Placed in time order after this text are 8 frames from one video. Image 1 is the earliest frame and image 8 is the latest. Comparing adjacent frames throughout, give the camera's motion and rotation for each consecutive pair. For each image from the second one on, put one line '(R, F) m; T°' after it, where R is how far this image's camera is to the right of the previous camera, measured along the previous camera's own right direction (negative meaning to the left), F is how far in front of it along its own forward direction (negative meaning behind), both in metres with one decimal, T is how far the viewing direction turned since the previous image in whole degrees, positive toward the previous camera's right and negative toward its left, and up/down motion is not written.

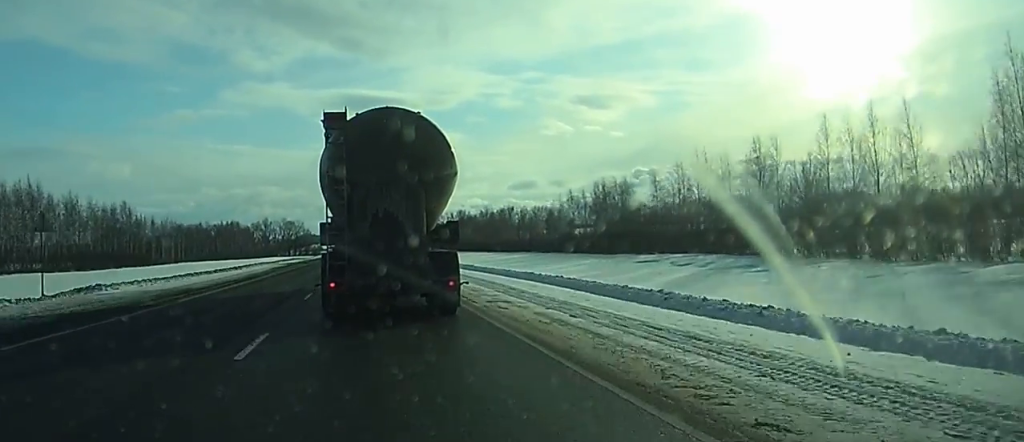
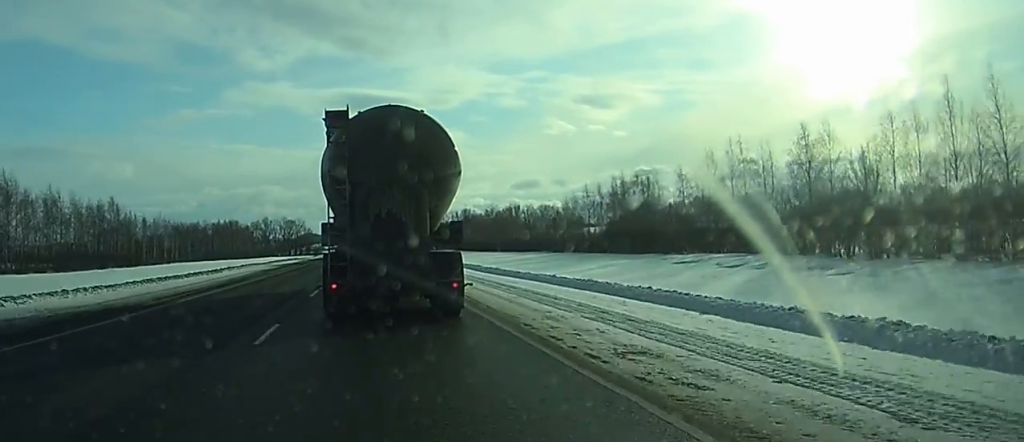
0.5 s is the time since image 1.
(-0.1, +10.6) m; 0°
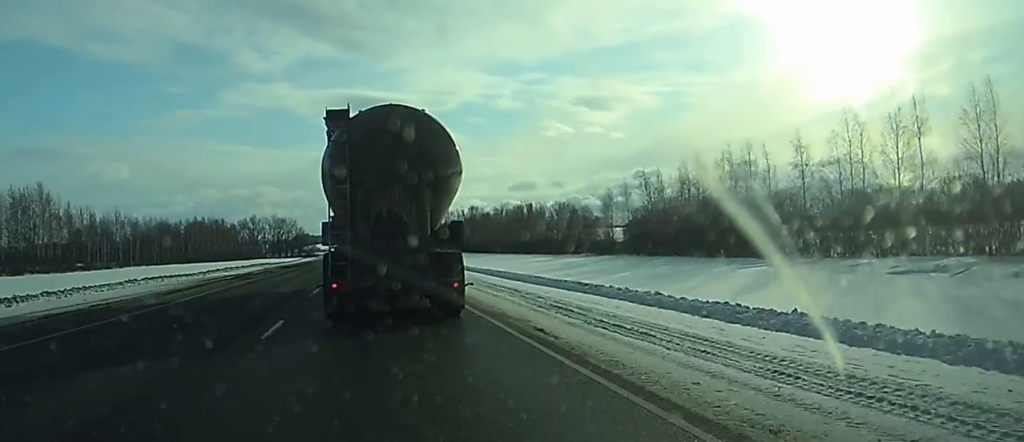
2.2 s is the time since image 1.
(-0.1, +36.6) m; 0°
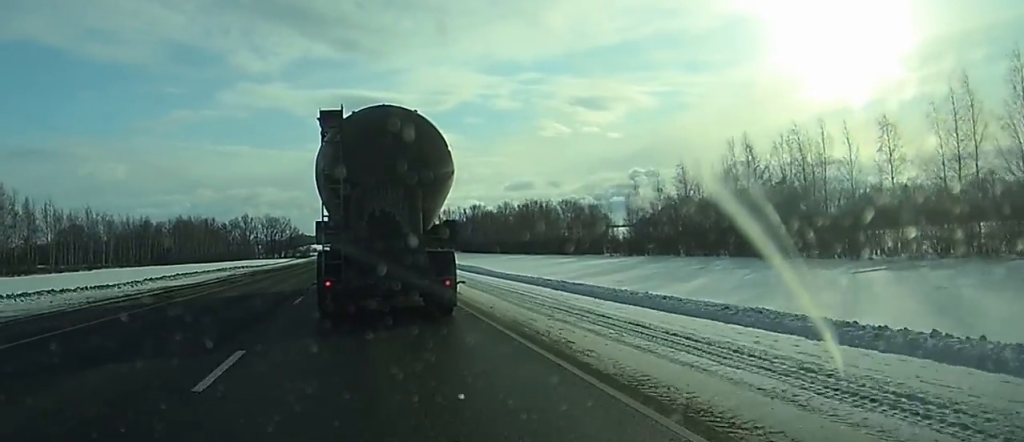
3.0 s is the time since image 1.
(0.0, +16.8) m; 0°
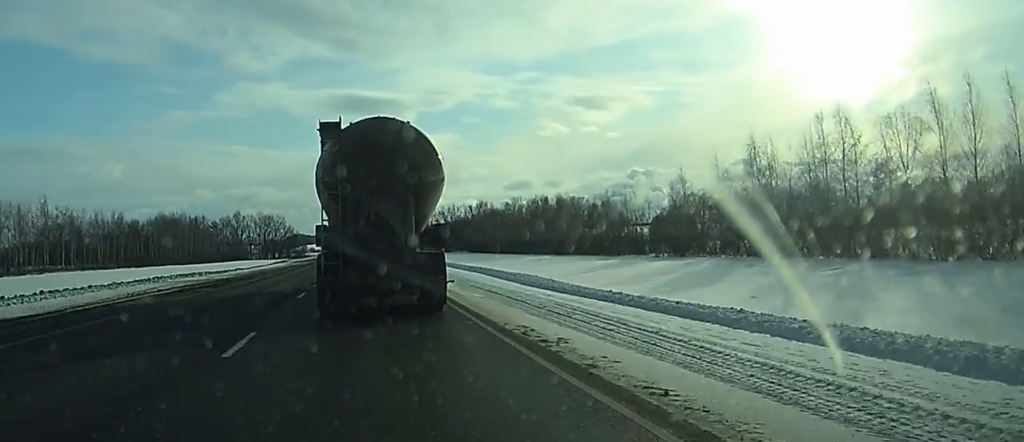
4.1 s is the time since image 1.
(+0.1, +21.8) m; 0°
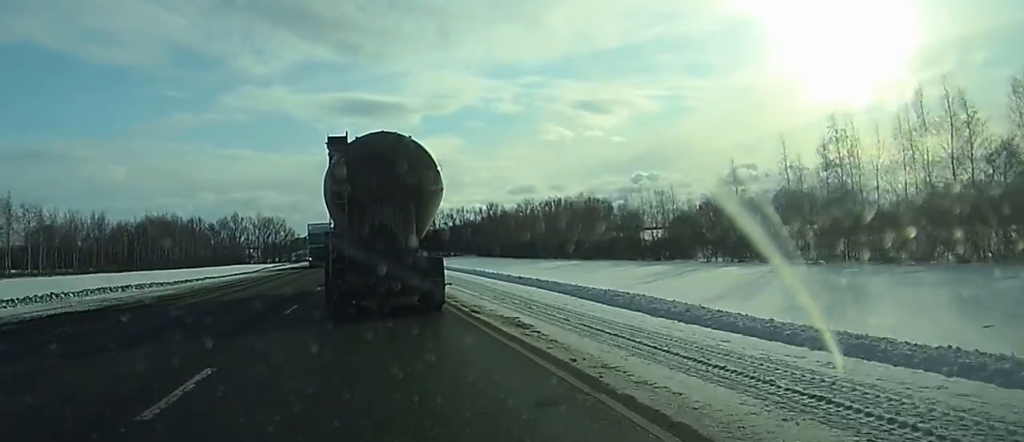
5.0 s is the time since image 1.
(0.0, +16.1) m; 0°
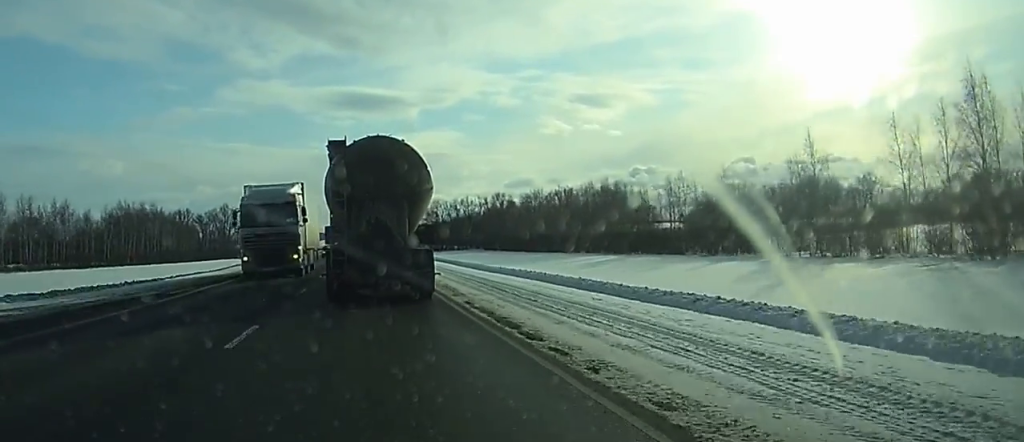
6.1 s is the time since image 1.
(-0.1, +19.4) m; 0°
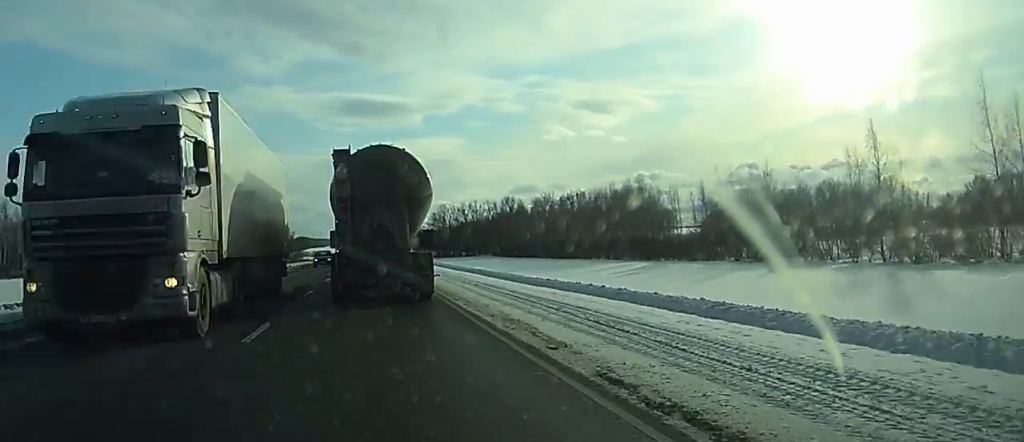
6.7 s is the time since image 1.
(0.0, +10.8) m; 0°
